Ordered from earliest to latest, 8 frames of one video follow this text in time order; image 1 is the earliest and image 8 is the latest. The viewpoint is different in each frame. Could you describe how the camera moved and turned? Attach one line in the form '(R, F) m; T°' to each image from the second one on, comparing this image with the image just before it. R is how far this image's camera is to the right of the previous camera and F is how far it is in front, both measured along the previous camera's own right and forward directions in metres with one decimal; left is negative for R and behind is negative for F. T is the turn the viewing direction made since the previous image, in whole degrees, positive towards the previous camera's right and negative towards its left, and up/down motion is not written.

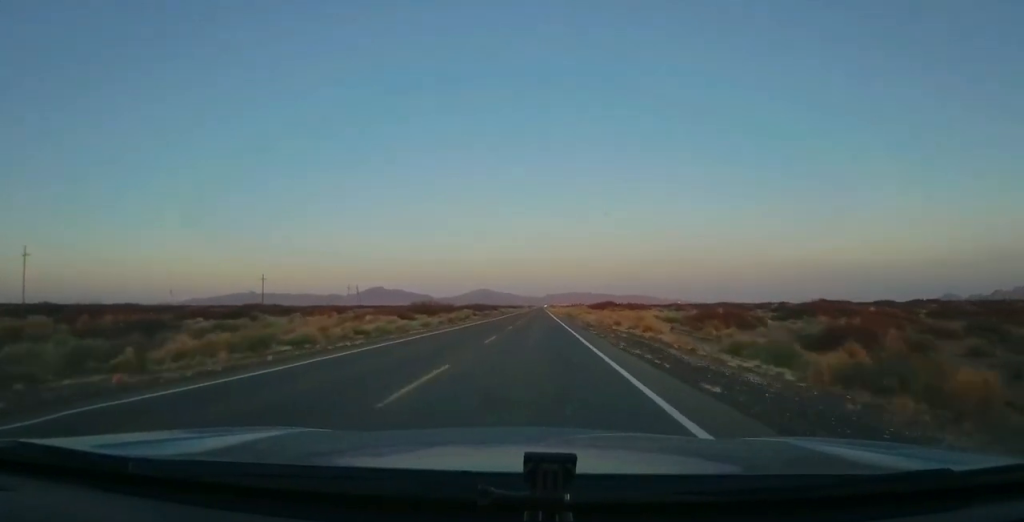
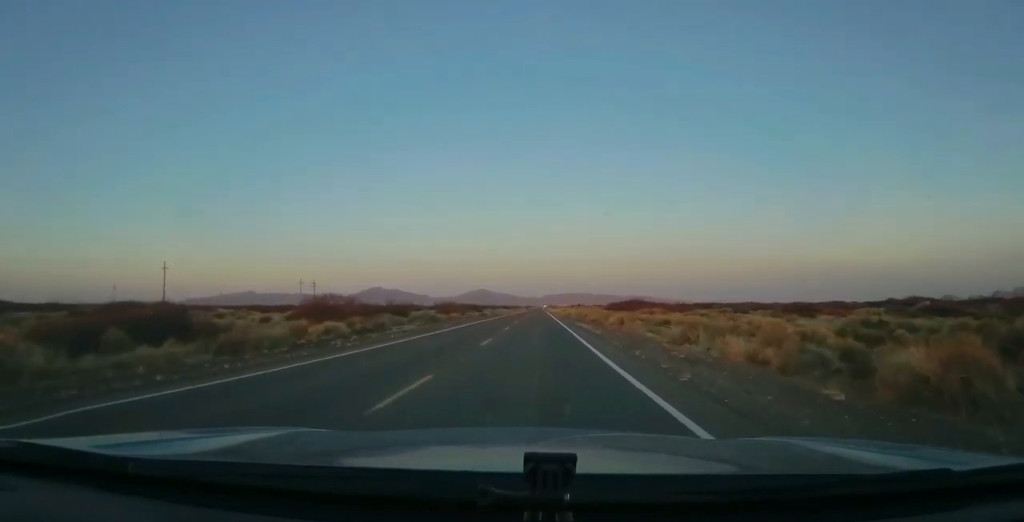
(-0.8, +48.8) m; -1°
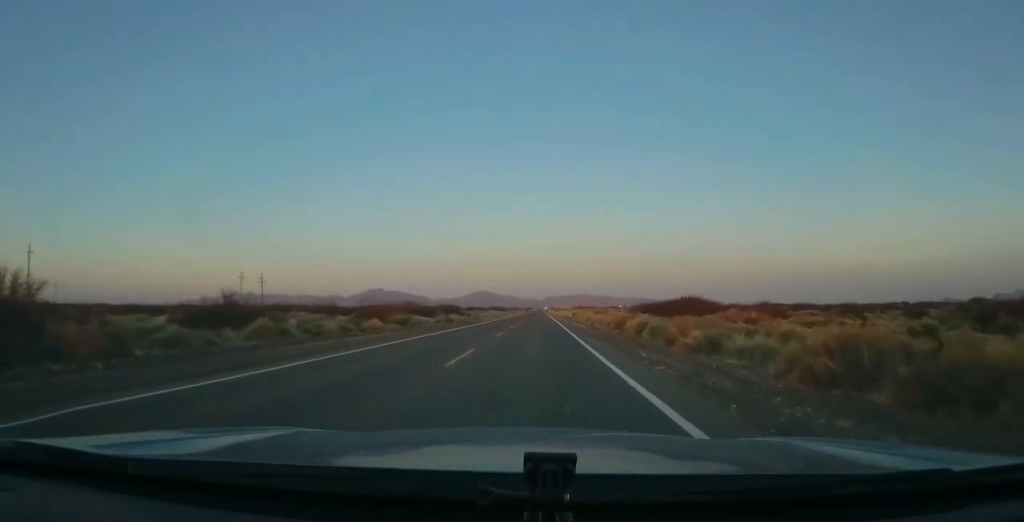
(+0.5, +41.8) m; +1°
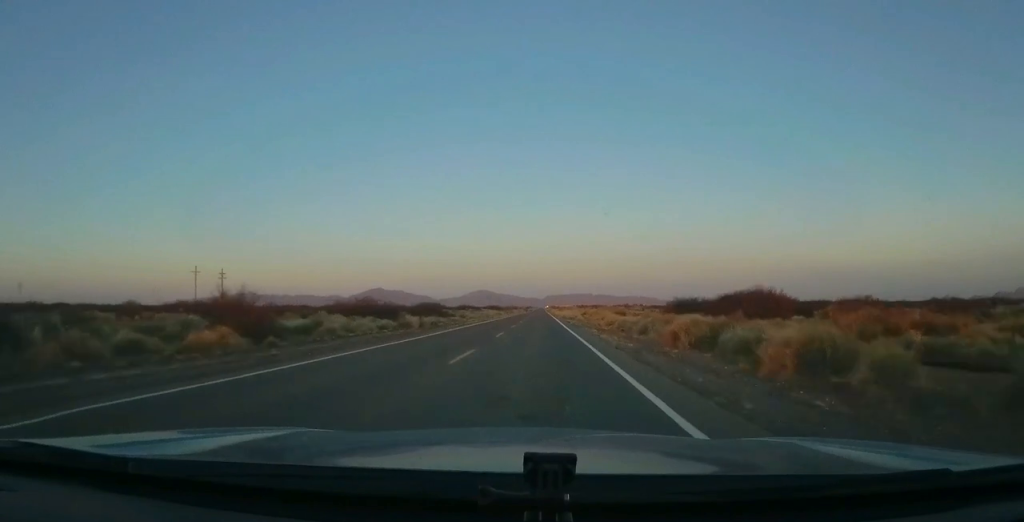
(-0.1, +23.3) m; 0°
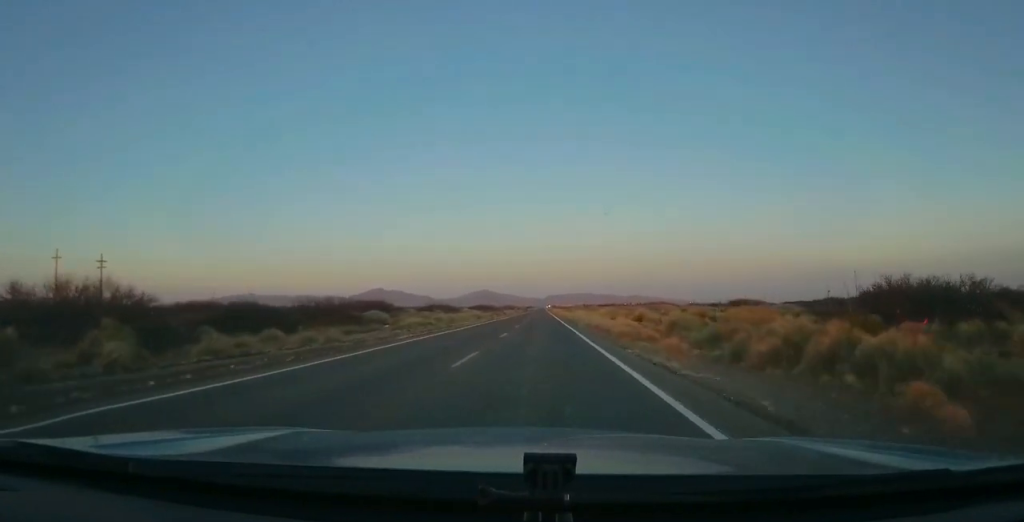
(-0.5, +47.8) m; -1°
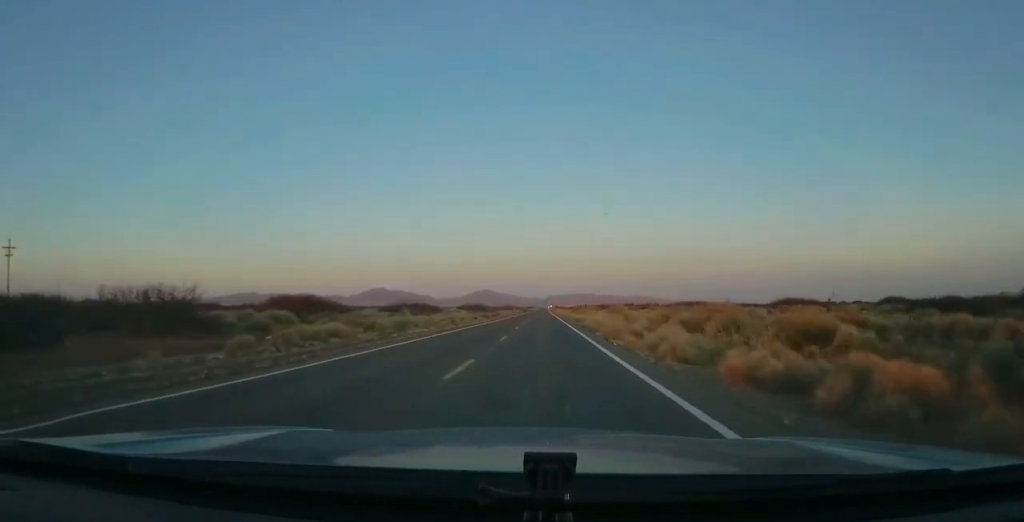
(0.0, +25.3) m; 0°
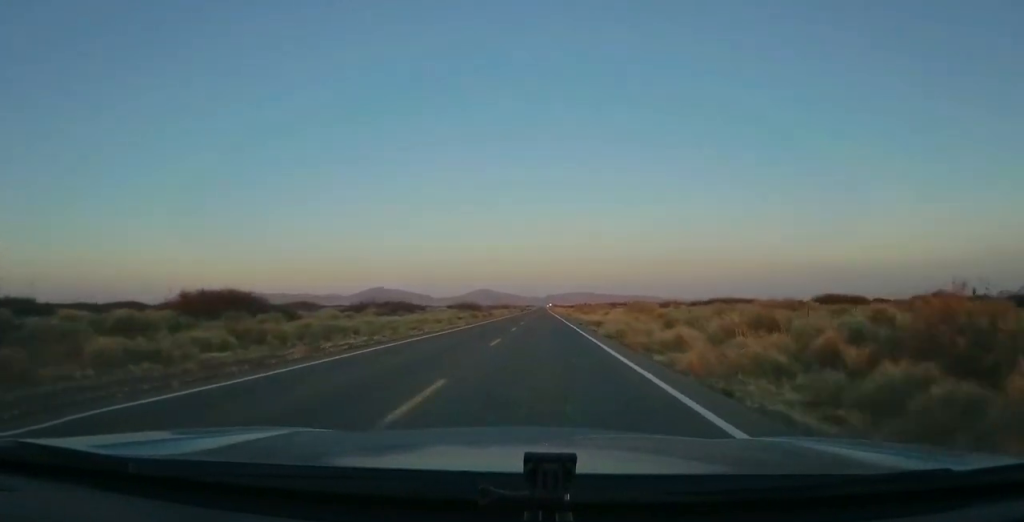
(+0.1, +15.6) m; +1°
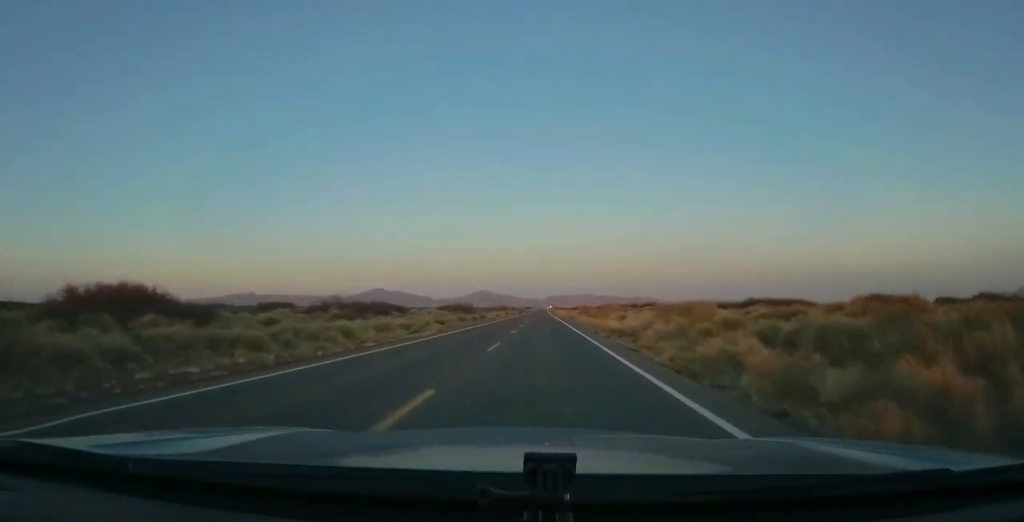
(0.0, +12.7) m; 0°
